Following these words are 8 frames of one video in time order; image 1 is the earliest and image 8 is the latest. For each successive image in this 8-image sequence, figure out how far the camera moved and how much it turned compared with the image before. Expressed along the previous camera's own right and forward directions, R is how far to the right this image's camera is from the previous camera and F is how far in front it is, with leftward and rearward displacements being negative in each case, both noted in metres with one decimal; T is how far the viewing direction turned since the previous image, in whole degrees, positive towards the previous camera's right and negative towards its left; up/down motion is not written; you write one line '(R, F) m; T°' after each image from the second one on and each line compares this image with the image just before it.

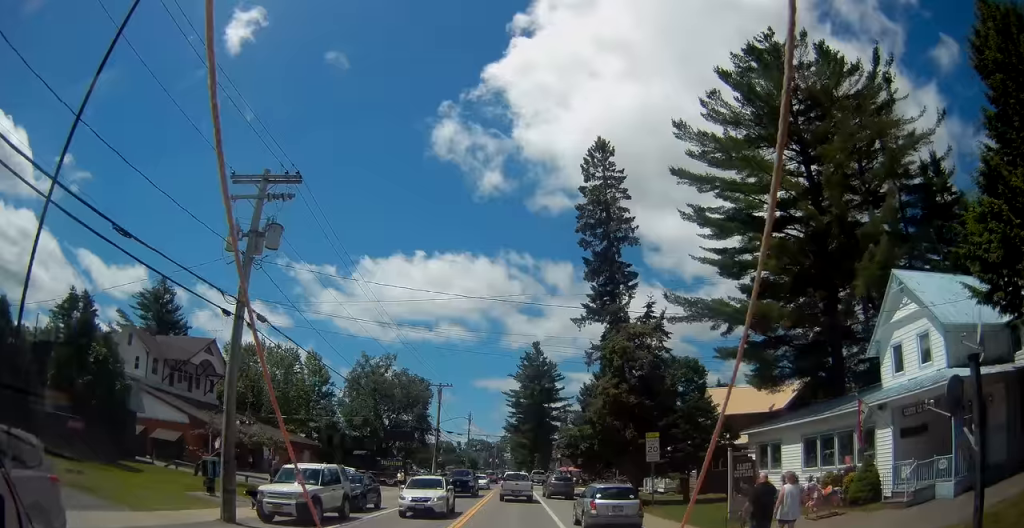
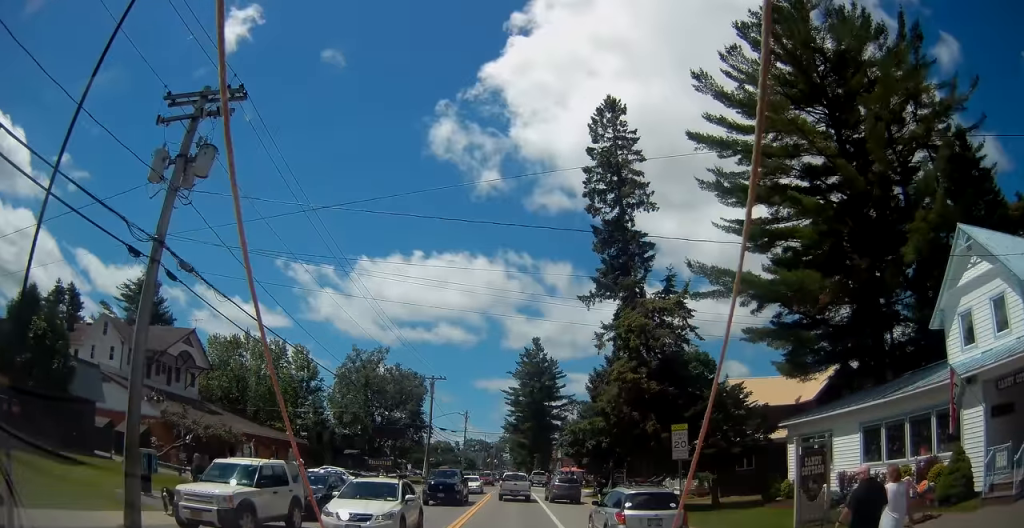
(+0.2, +4.4) m; +4°
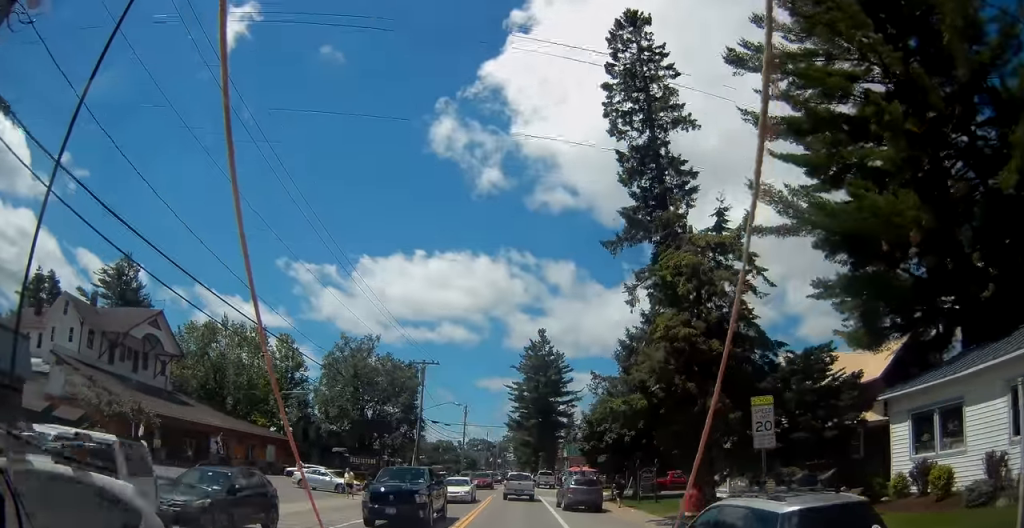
(+0.2, +6.5) m; -2°
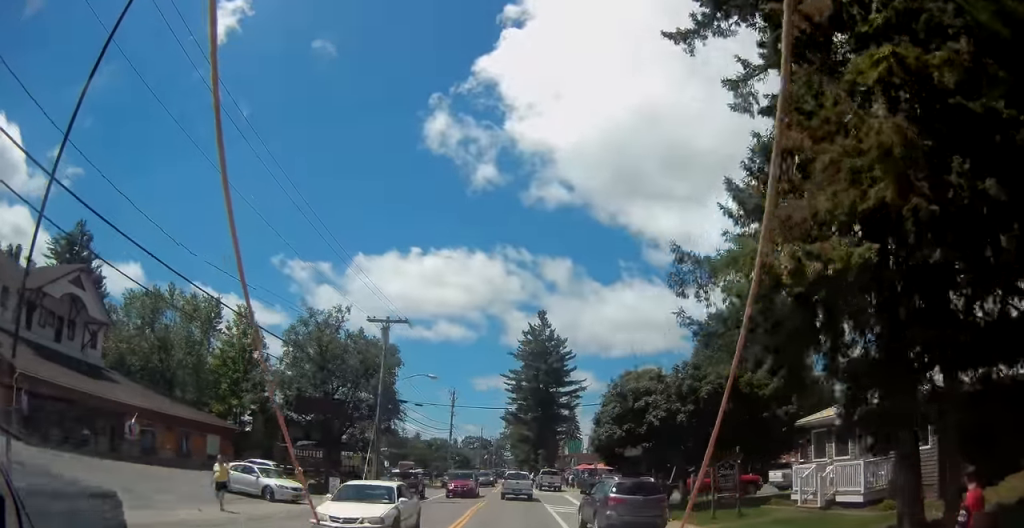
(-0.3, +11.2) m; +1°
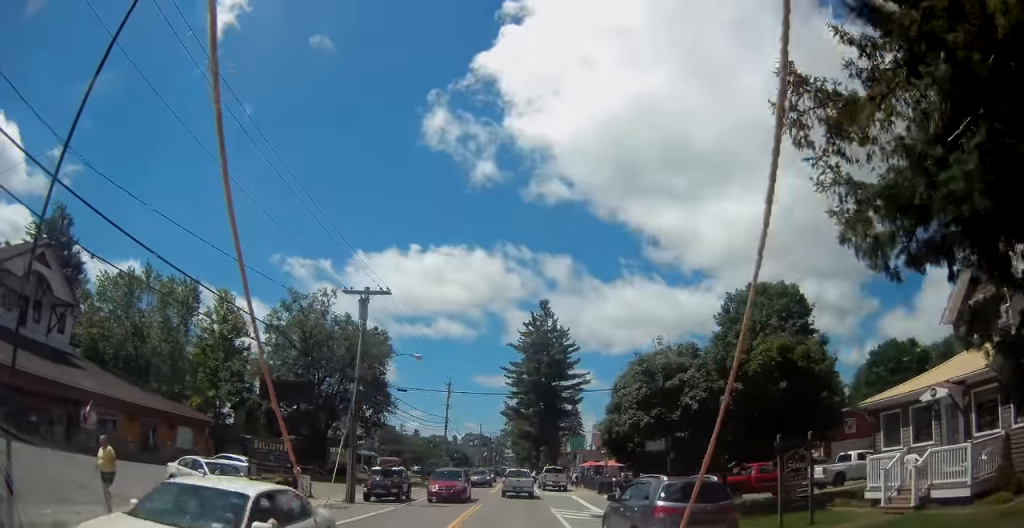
(+0.2, +4.8) m; +1°
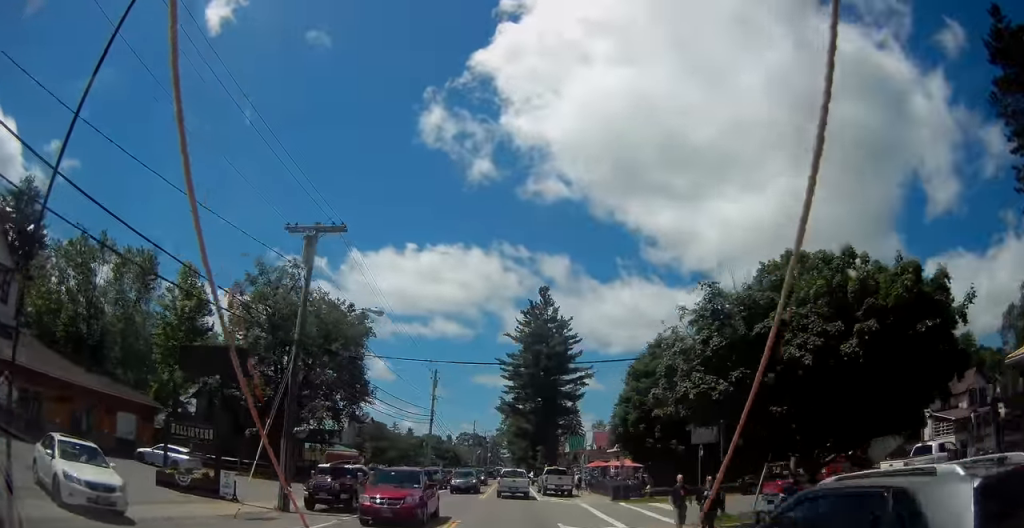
(-0.2, +7.7) m; +1°
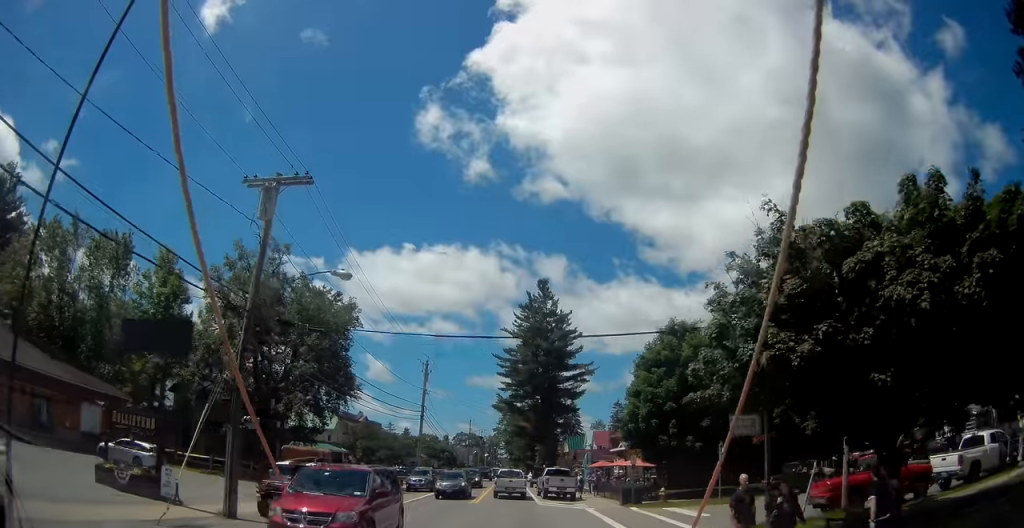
(+0.2, +3.9) m; 0°
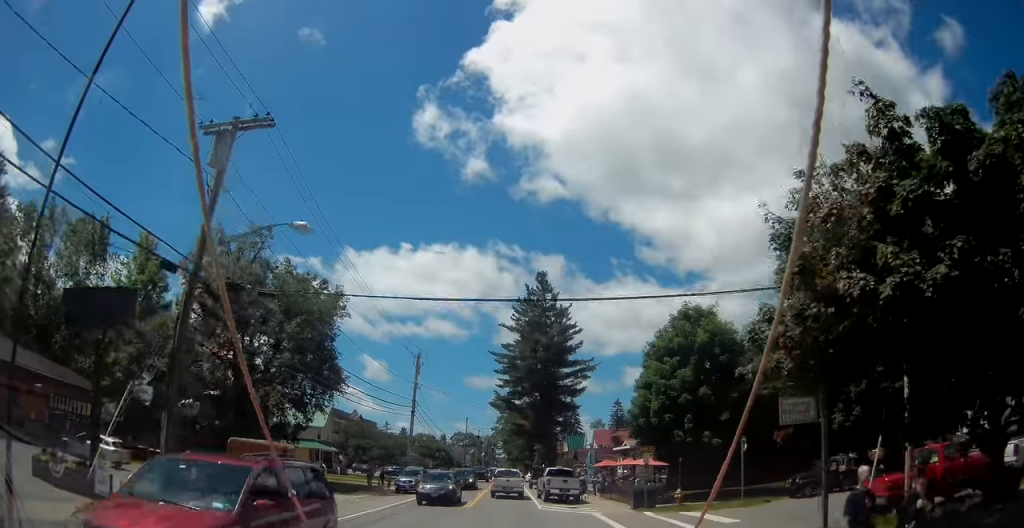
(+0.2, +3.4) m; 0°
